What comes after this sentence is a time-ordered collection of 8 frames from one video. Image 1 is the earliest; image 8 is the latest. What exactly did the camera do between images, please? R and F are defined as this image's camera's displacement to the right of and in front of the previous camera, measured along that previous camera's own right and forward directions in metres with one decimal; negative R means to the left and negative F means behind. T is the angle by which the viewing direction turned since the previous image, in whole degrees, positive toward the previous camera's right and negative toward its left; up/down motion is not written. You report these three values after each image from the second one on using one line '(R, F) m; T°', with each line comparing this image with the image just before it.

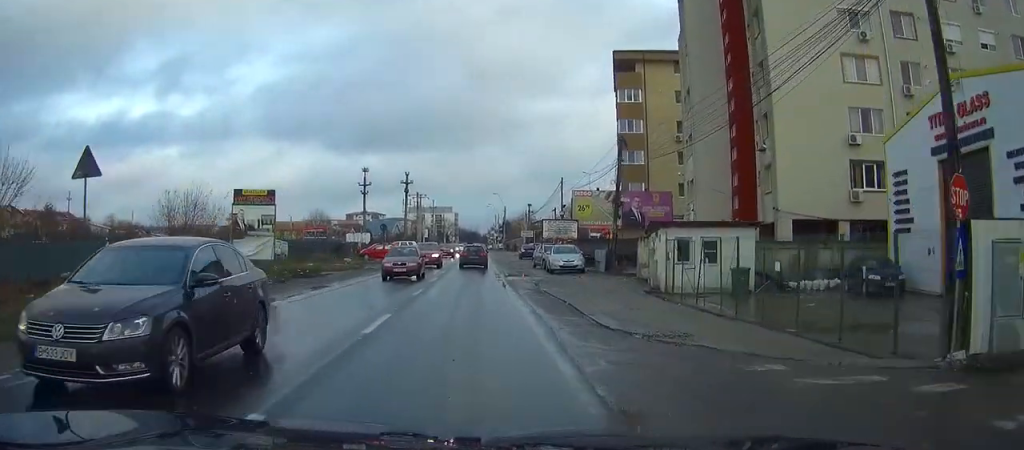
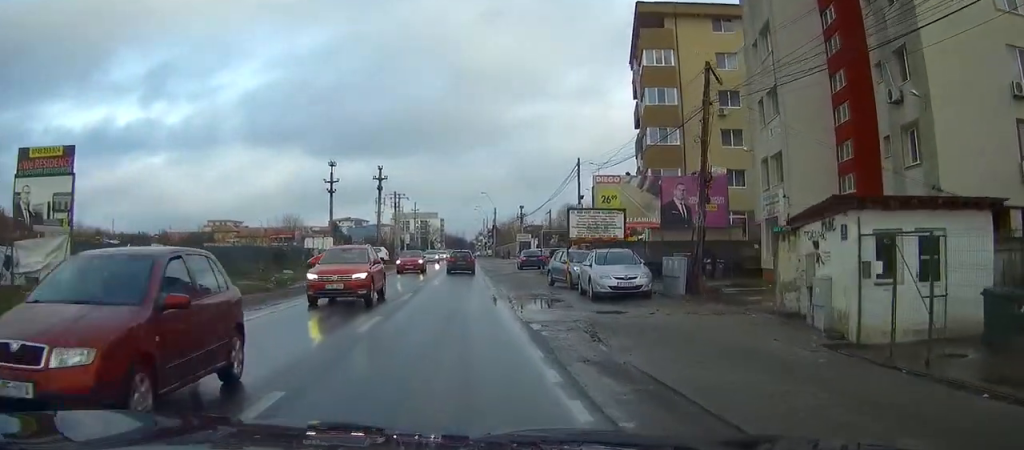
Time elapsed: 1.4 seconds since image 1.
(+0.2, +15.9) m; 0°
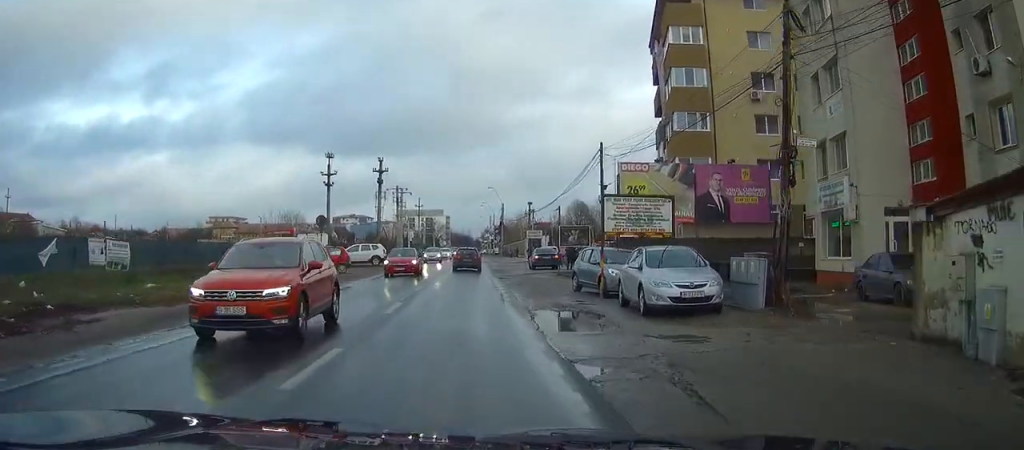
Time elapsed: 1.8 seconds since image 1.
(-0.1, +5.5) m; 0°
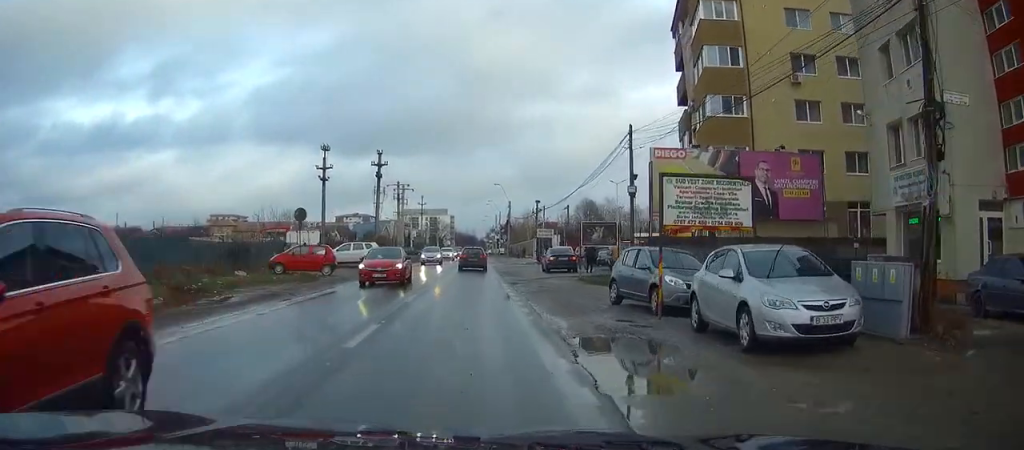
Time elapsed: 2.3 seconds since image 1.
(0.0, +5.5) m; 0°
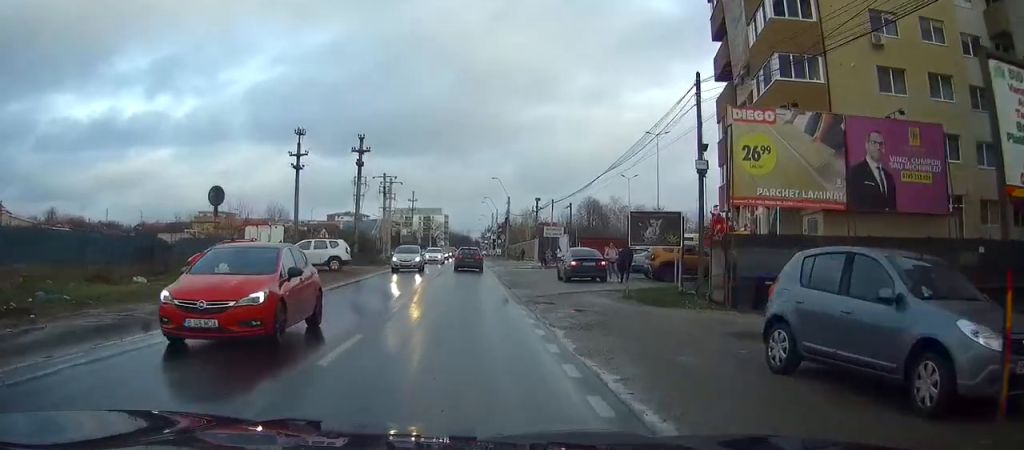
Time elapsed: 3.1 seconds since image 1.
(0.0, +10.0) m; 0°
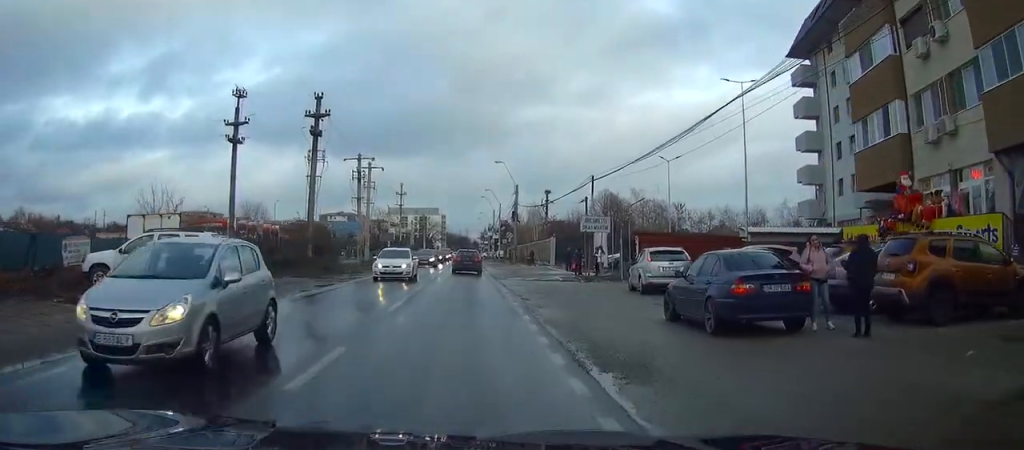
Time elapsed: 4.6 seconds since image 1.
(-0.1, +18.4) m; 0°
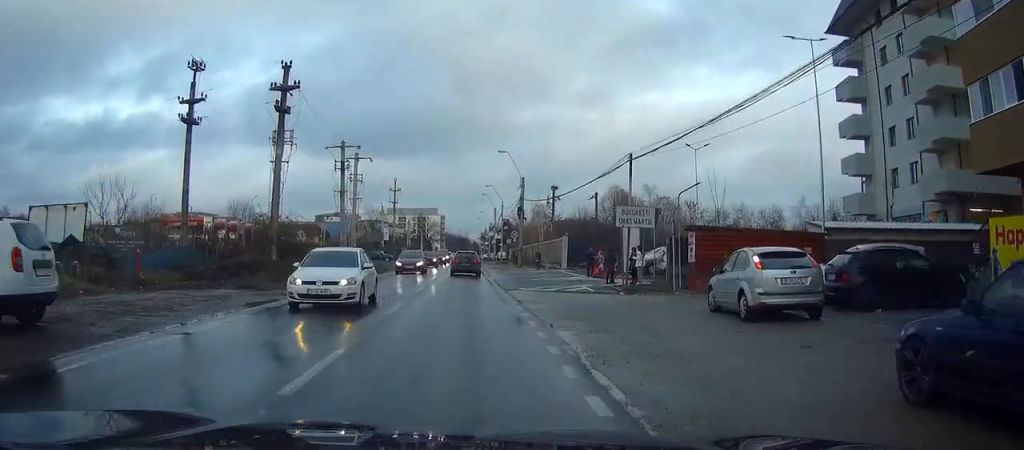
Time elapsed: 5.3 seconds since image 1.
(0.0, +8.7) m; 0°
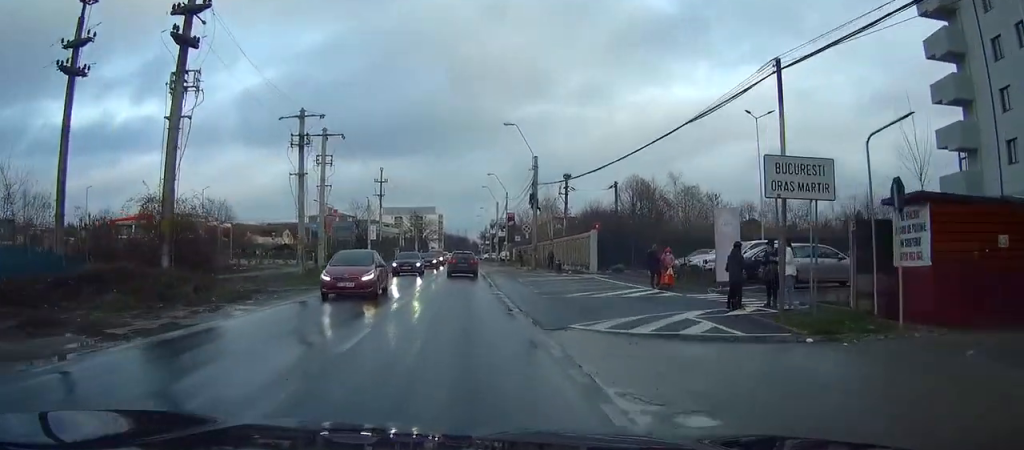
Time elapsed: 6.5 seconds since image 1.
(0.0, +14.3) m; 0°
